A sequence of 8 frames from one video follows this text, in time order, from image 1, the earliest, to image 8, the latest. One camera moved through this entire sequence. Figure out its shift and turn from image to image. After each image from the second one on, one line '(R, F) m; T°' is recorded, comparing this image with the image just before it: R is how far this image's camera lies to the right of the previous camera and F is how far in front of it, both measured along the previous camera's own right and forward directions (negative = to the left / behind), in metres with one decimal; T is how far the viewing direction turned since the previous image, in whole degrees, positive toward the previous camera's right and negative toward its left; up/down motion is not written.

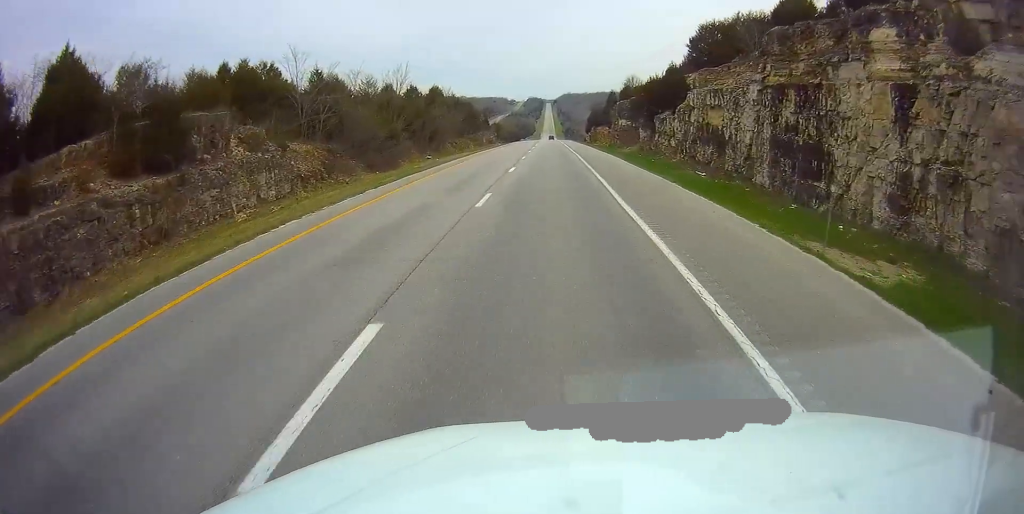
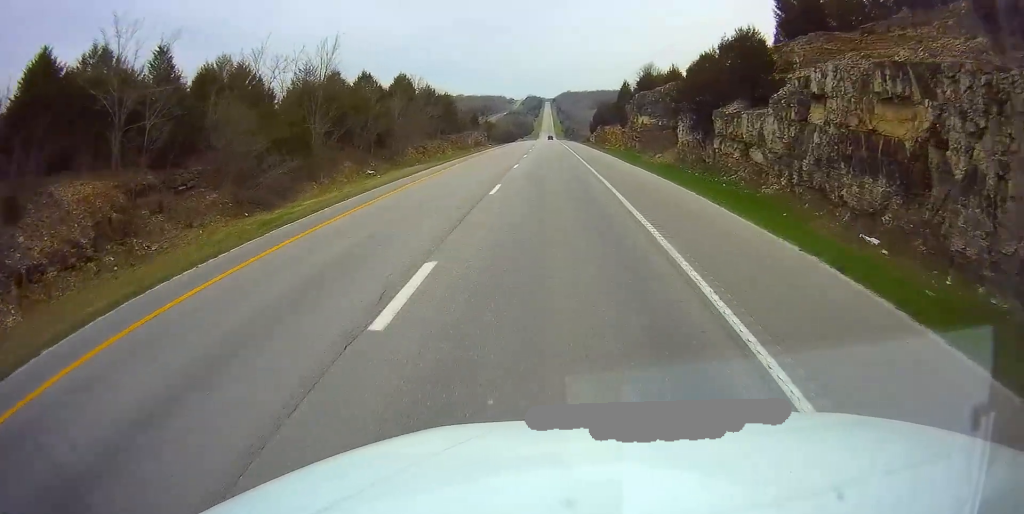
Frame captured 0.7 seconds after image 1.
(+0.1, +21.7) m; 0°
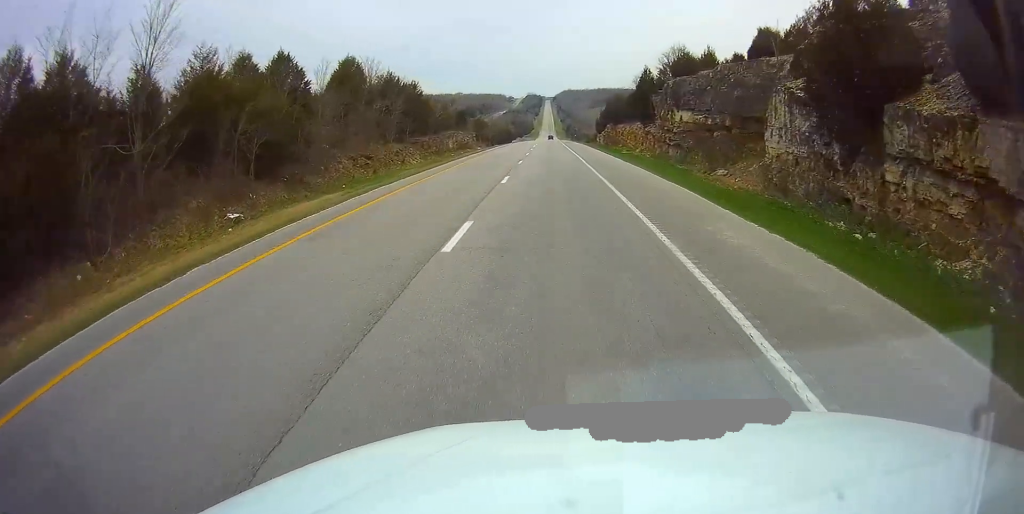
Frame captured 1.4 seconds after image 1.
(+0.1, +20.7) m; 0°
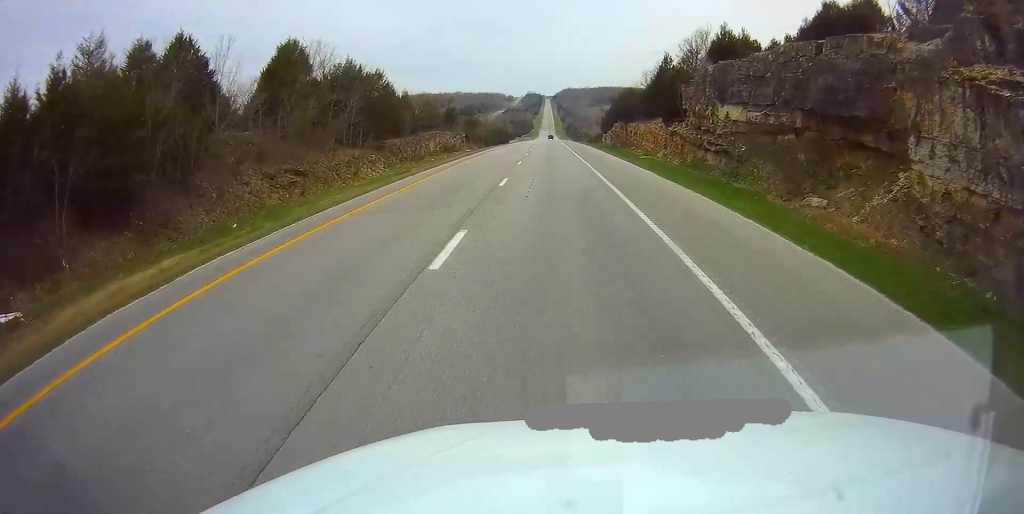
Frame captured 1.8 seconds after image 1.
(-0.1, +13.5) m; 0°
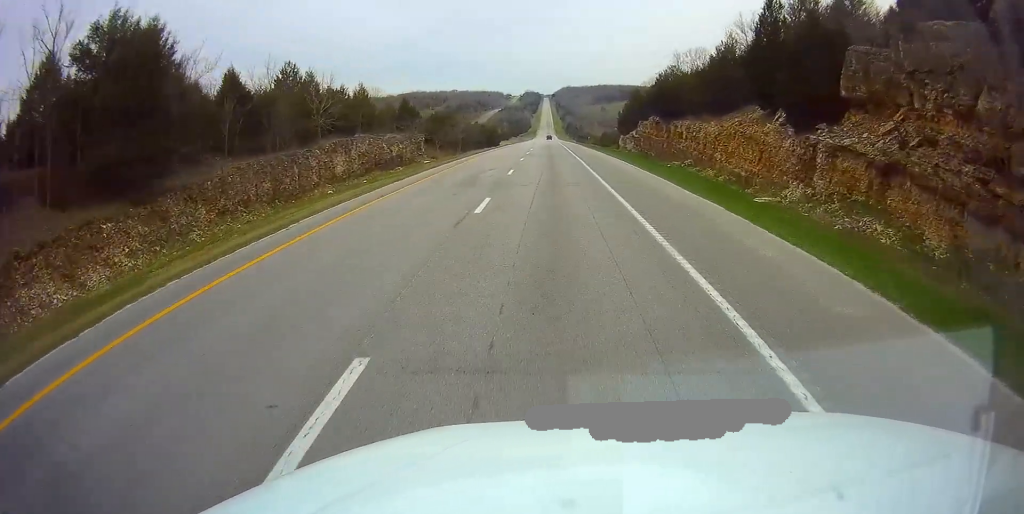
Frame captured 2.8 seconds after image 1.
(+0.1, +31.3) m; 0°
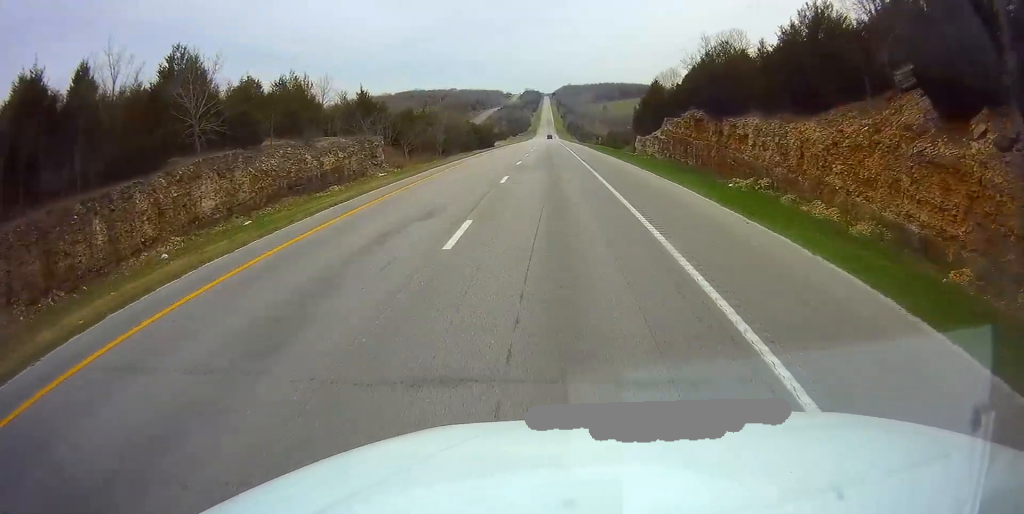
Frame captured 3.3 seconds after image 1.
(+0.1, +16.7) m; 0°
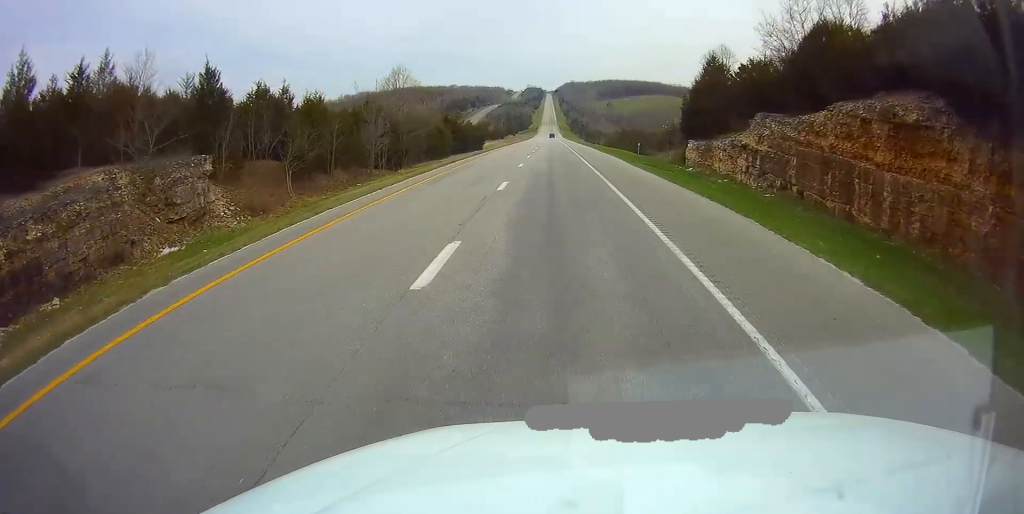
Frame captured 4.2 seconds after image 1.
(-0.2, +27.0) m; 0°
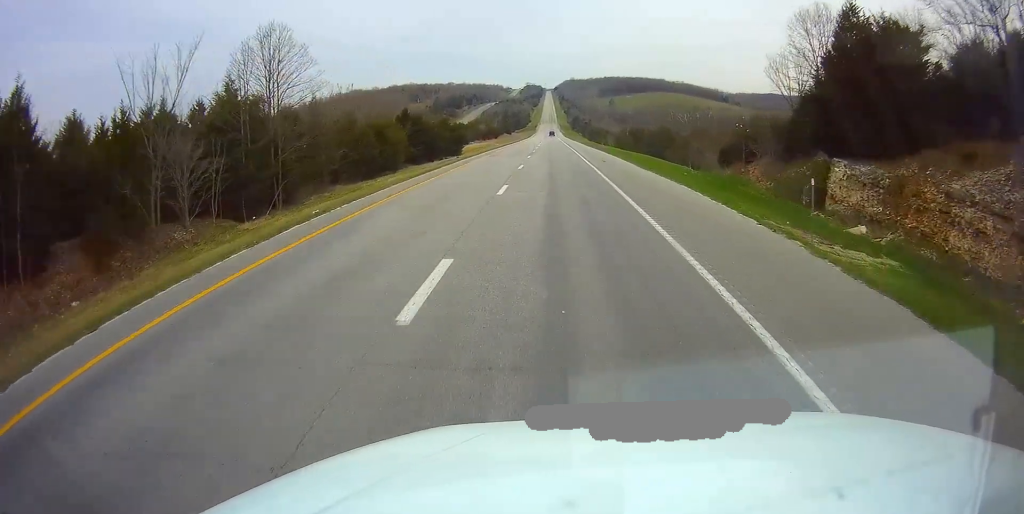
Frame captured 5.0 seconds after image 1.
(+0.1, +26.2) m; 0°
